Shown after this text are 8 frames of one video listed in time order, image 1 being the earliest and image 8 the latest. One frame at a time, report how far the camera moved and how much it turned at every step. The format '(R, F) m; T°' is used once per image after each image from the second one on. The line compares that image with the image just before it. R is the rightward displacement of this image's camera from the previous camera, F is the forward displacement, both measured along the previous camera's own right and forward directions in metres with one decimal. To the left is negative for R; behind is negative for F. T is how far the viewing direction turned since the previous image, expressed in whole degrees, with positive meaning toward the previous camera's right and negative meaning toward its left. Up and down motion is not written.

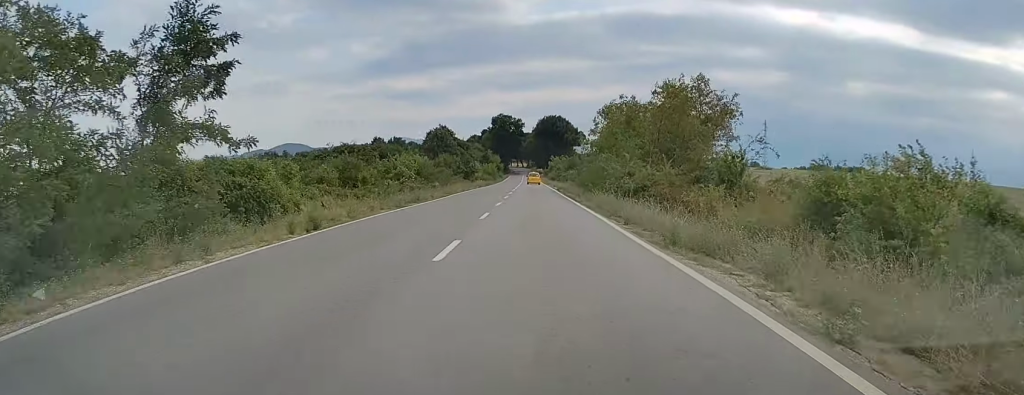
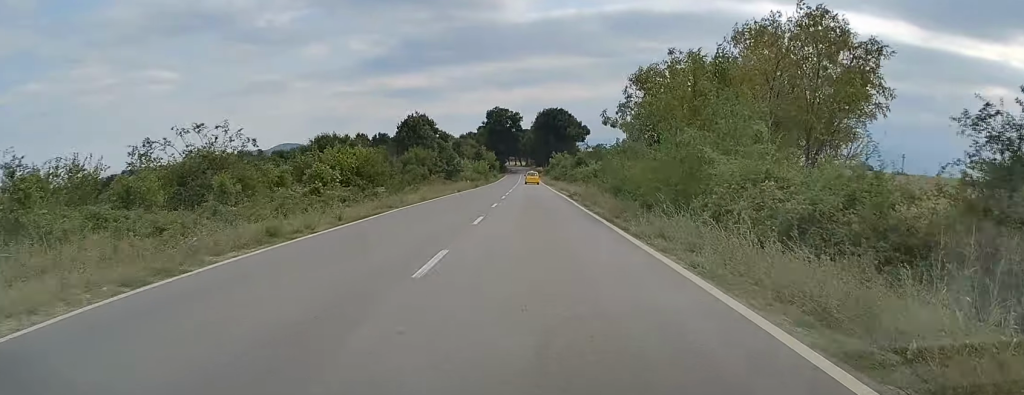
(+0.2, +19.5) m; 0°
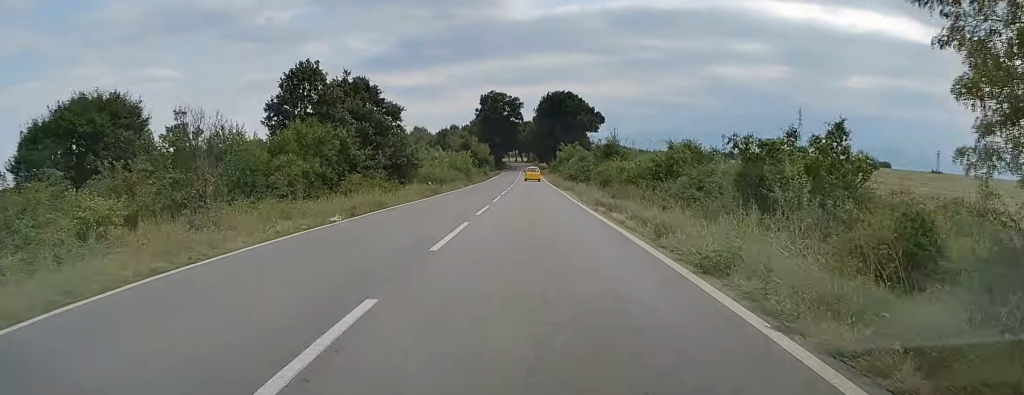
(+0.1, +32.4) m; 0°
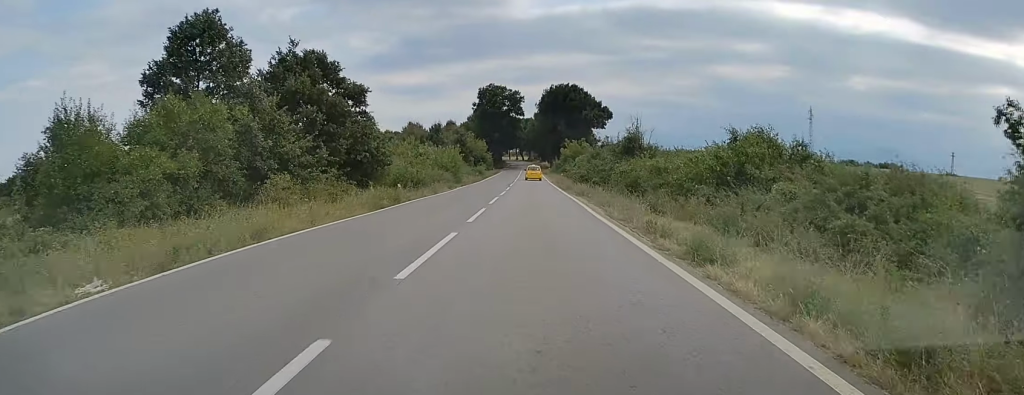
(-0.1, +11.9) m; 0°
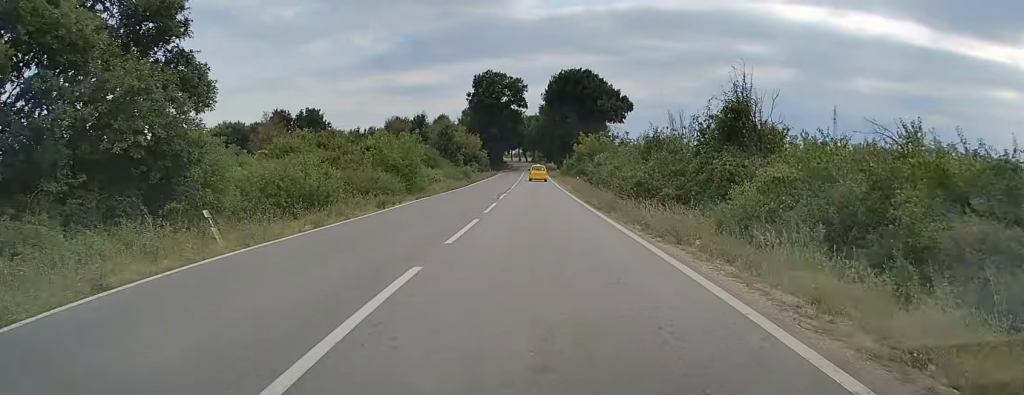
(-0.1, +23.5) m; 0°
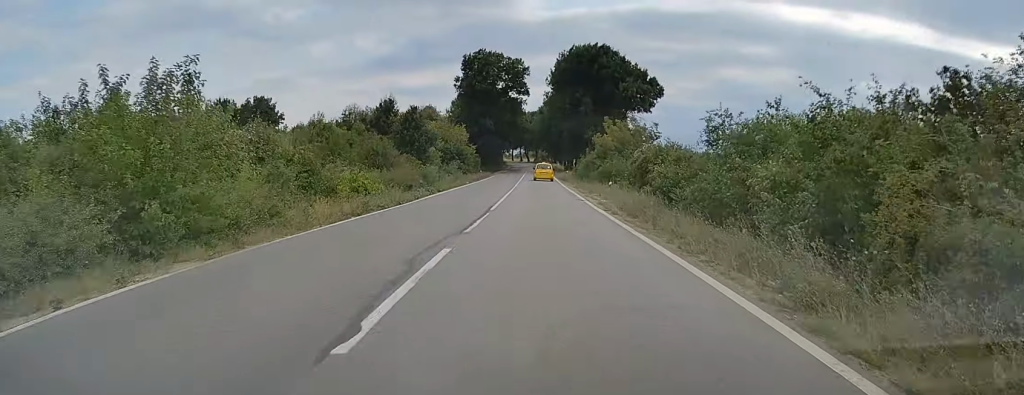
(+0.2, +25.2) m; 0°
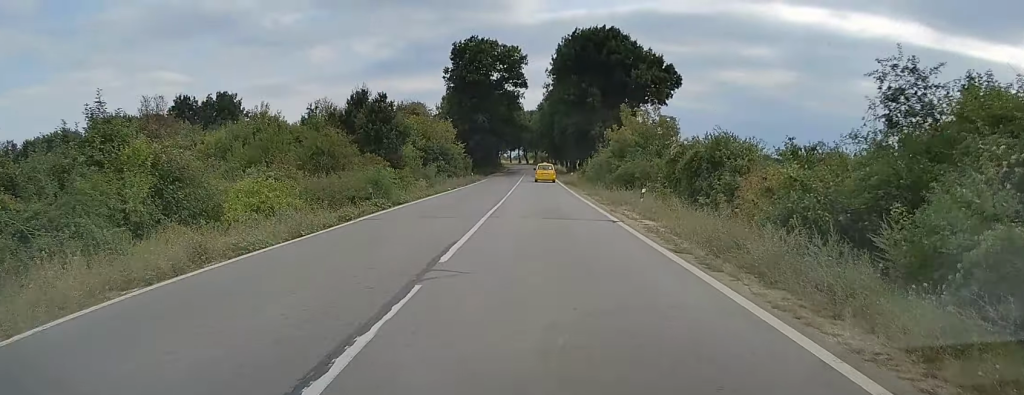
(+0.1, +12.0) m; 0°
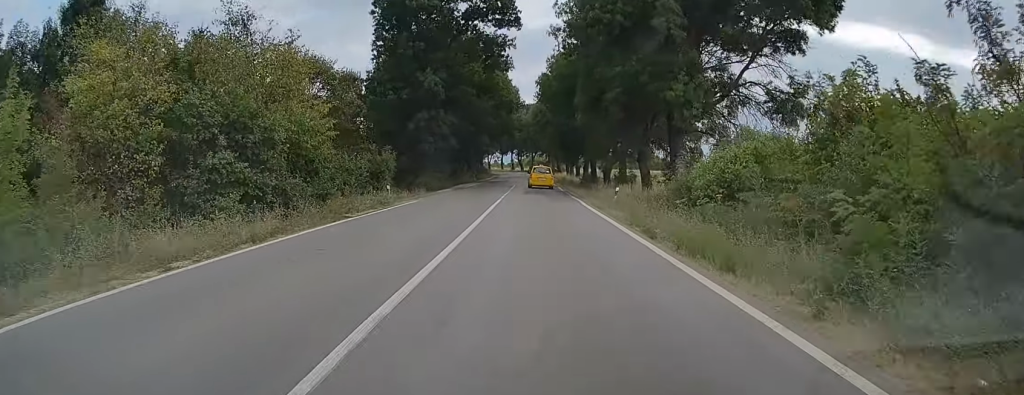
(-0.4, +43.4) m; -1°
